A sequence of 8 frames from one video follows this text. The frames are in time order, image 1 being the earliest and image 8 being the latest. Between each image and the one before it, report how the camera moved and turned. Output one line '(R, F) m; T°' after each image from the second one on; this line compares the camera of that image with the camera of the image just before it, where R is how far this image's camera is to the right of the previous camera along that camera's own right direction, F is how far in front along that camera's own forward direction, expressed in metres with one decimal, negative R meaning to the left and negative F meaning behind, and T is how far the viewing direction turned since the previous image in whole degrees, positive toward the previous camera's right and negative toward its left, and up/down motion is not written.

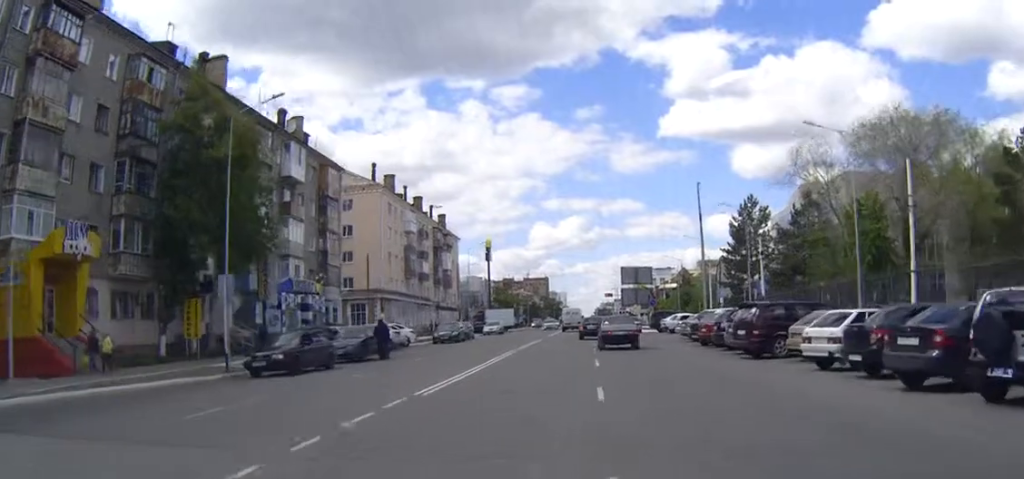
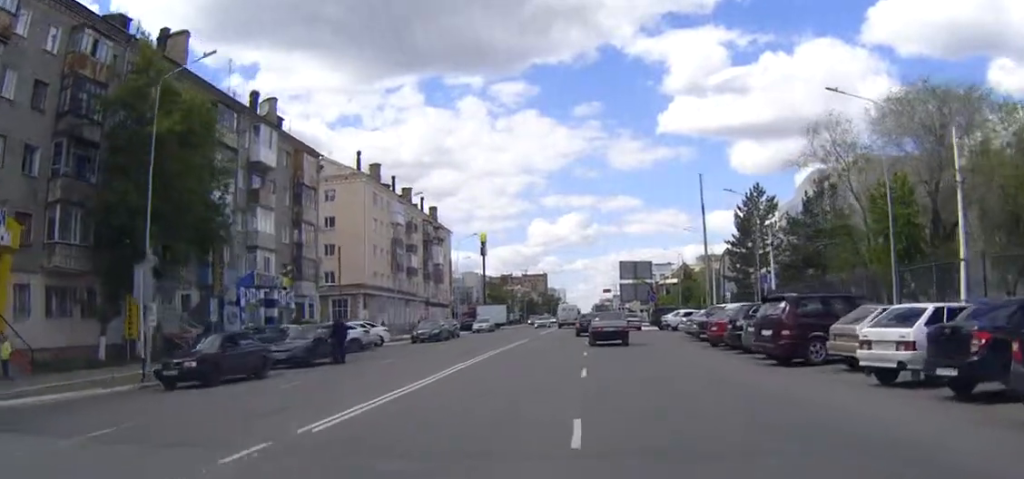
(0.0, +5.4) m; 0°
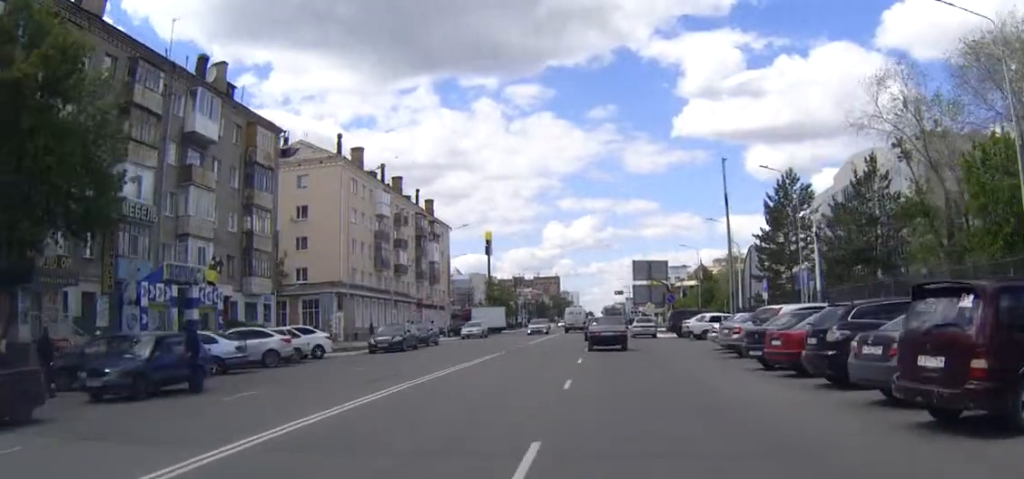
(-0.1, +11.0) m; -1°
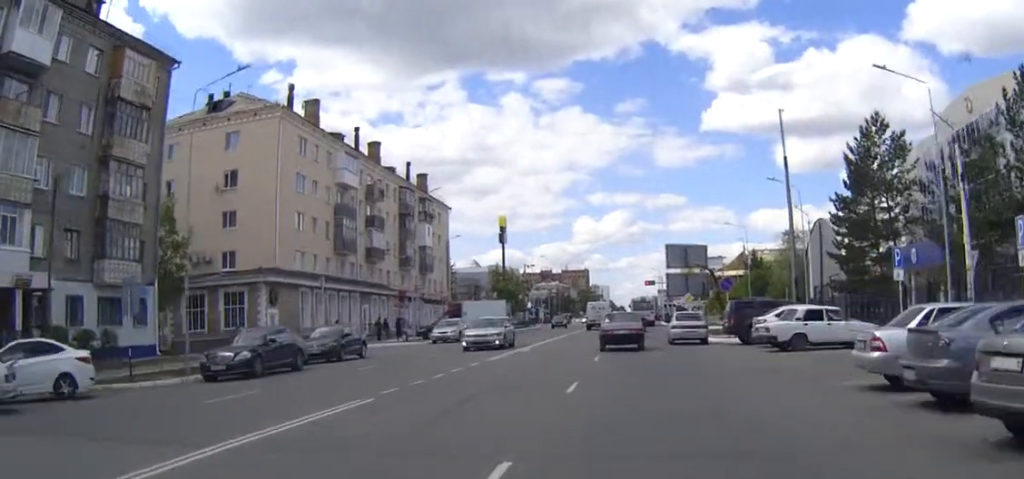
(-0.3, +19.2) m; -2°
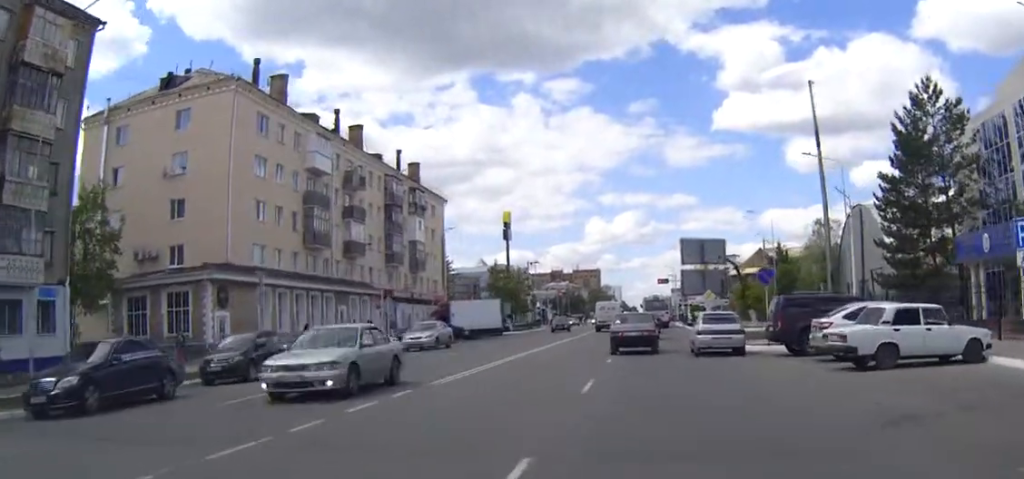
(0.0, +8.5) m; -1°
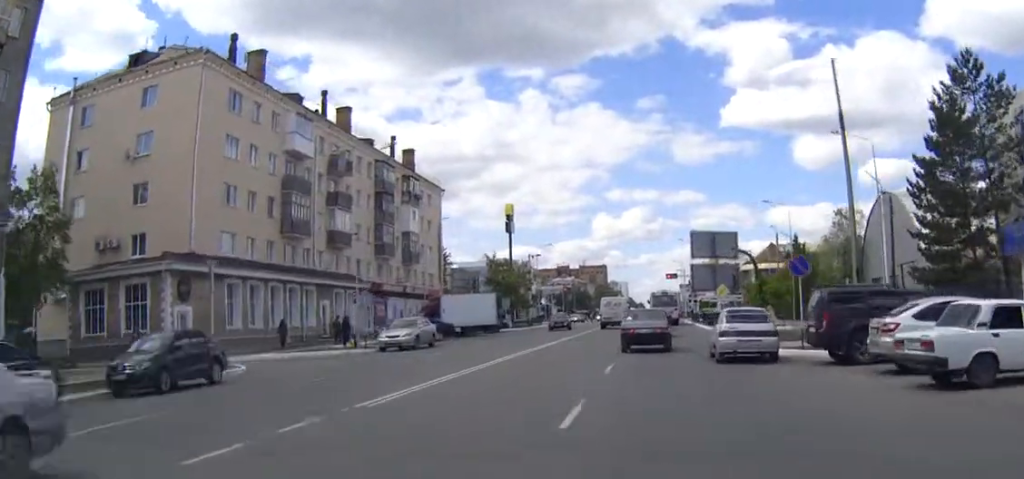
(0.0, +5.1) m; 0°
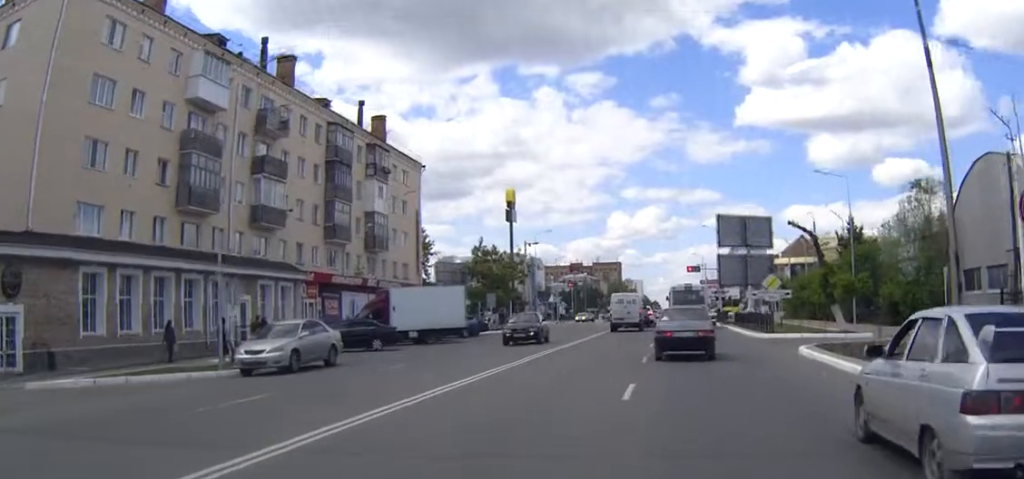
(0.0, +14.5) m; +1°
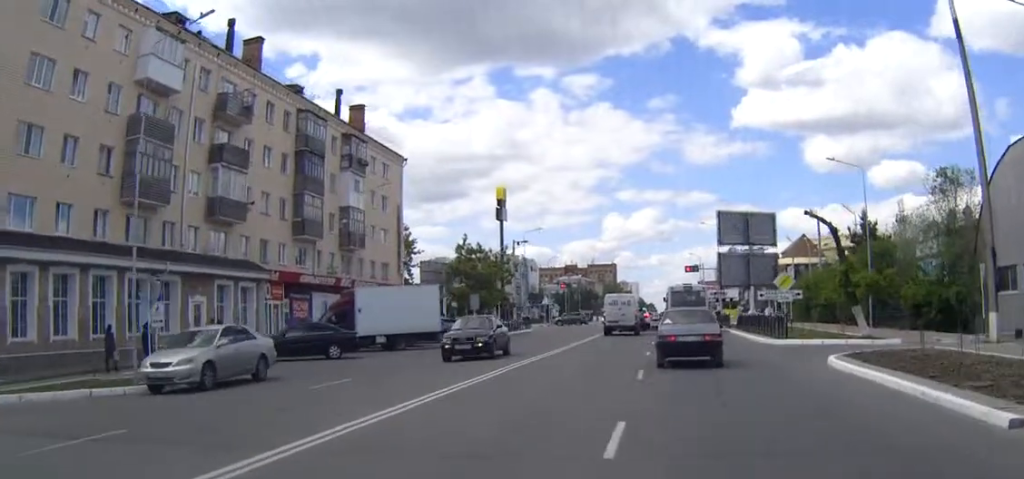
(0.0, +4.6) m; +1°
